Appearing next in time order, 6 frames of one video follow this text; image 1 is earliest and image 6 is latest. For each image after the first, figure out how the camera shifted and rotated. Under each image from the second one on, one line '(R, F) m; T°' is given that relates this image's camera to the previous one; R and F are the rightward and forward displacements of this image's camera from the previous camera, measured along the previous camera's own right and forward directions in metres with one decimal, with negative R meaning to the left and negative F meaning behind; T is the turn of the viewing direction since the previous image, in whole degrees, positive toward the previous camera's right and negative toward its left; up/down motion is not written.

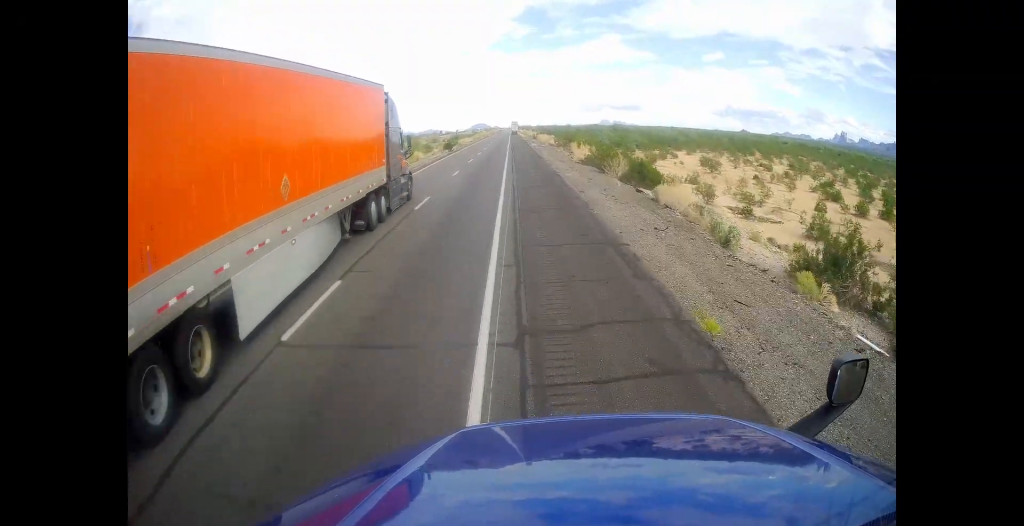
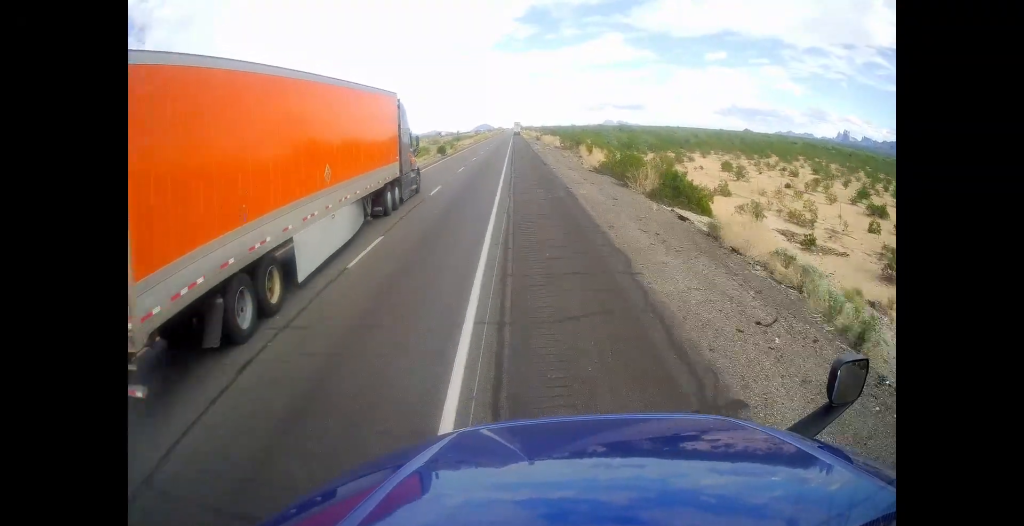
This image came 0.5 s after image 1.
(0.0, +7.7) m; +1°
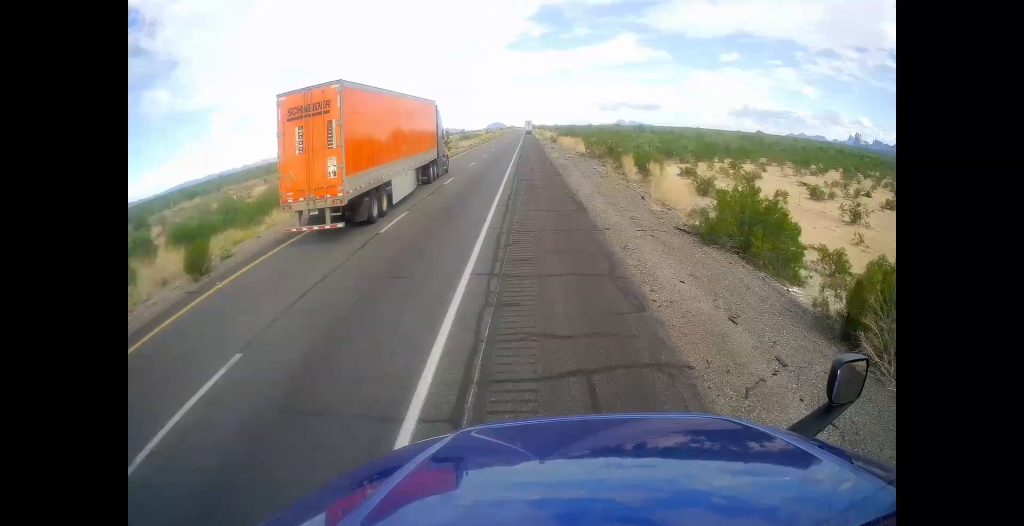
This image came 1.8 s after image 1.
(+0.2, +21.3) m; -1°
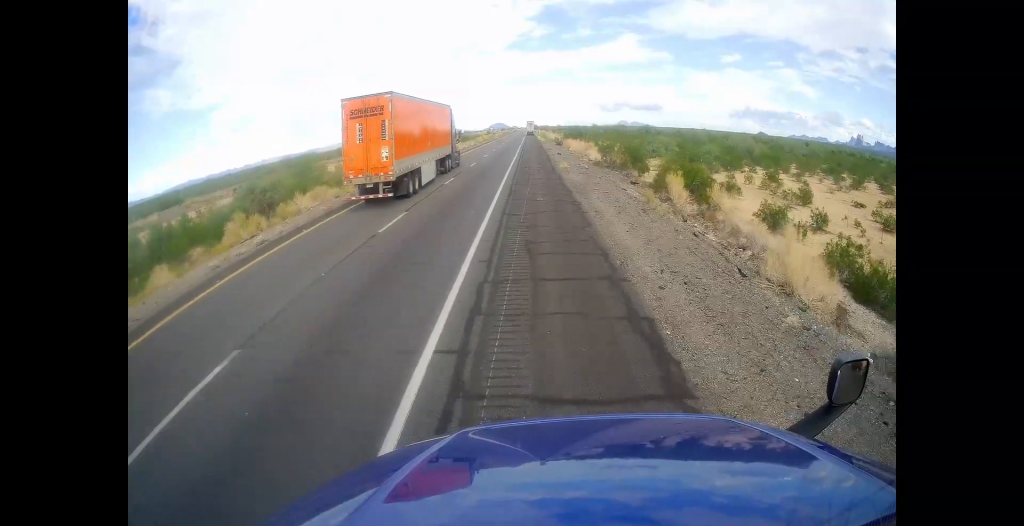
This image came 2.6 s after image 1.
(-0.2, +11.9) m; -2°
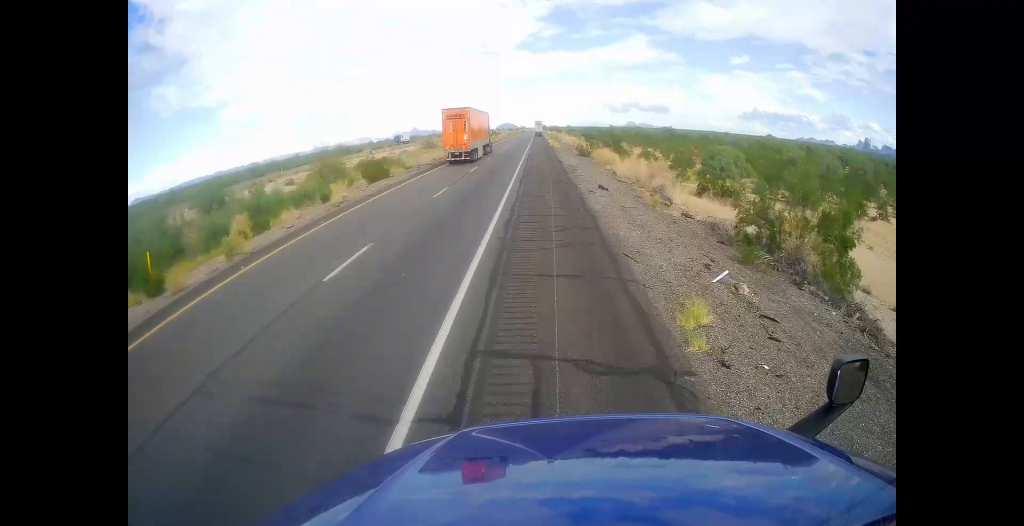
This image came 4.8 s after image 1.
(-0.5, +30.2) m; 0°
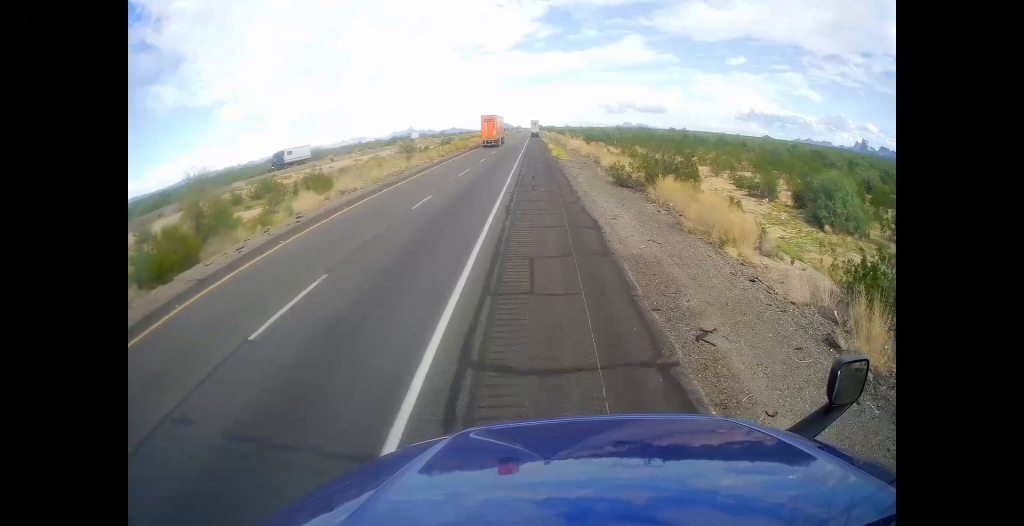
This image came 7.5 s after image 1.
(-0.2, +28.0) m; 0°
